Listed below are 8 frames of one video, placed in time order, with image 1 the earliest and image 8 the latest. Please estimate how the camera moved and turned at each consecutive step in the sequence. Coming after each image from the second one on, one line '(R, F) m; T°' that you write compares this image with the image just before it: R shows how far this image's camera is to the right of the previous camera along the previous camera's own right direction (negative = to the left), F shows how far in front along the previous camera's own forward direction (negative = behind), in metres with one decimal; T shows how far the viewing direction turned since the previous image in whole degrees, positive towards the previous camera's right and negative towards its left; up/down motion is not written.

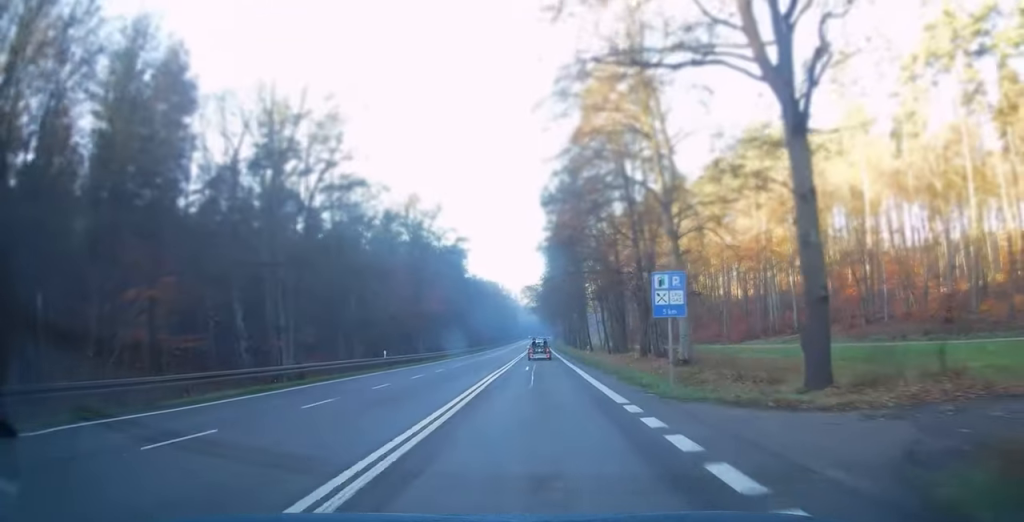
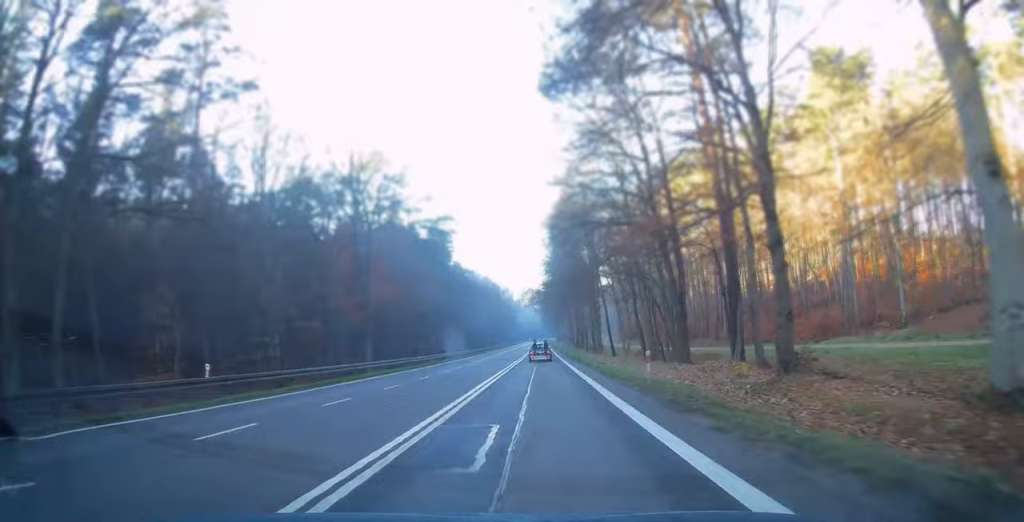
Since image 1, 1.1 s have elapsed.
(-0.1, +22.8) m; -1°
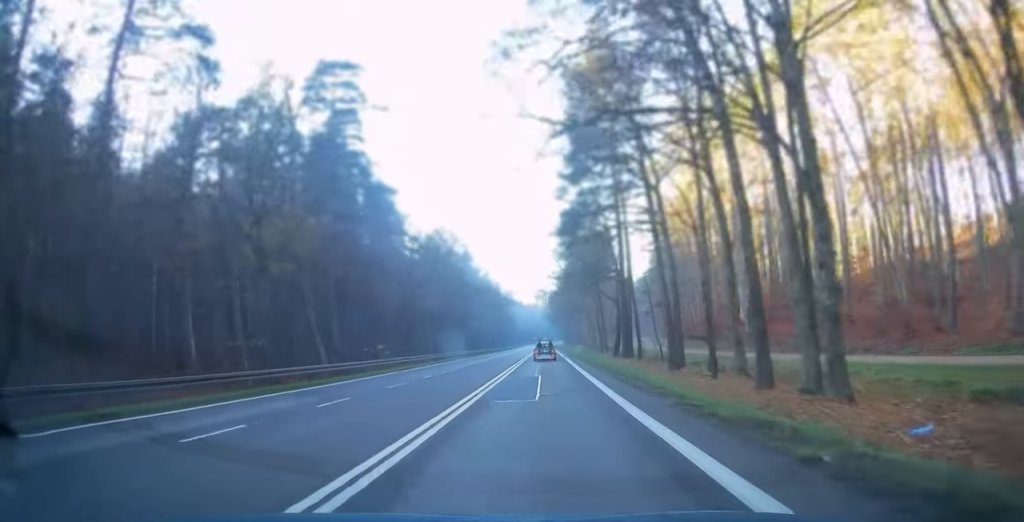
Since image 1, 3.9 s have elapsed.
(+0.4, +56.0) m; 0°
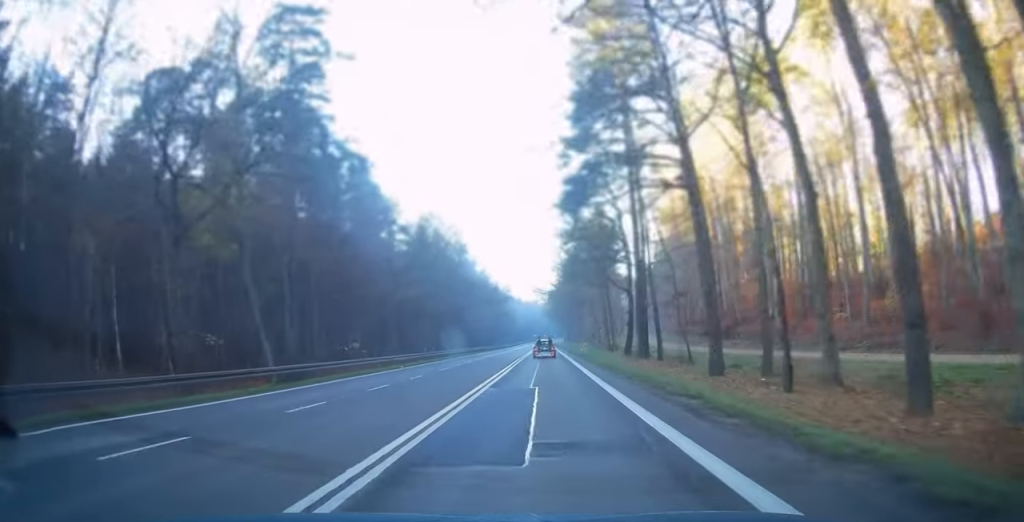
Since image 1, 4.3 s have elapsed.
(-0.1, +8.1) m; 0°
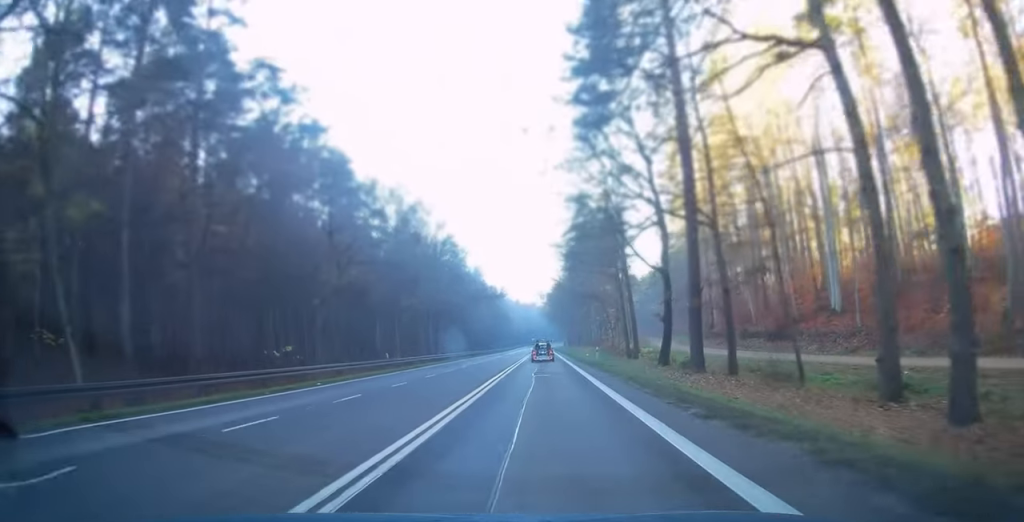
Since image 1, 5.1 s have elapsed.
(-0.2, +15.0) m; 0°
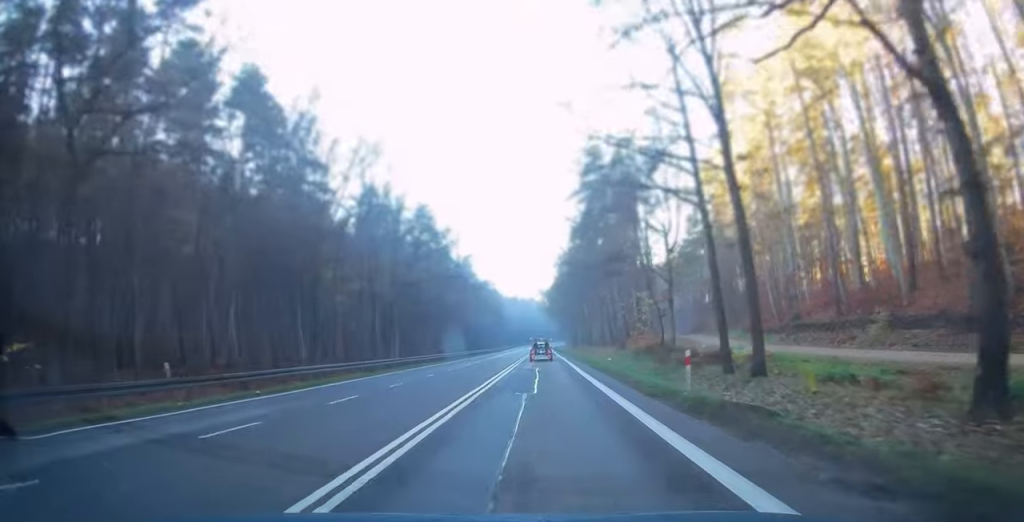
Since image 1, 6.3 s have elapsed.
(+0.3, +25.1) m; +2°
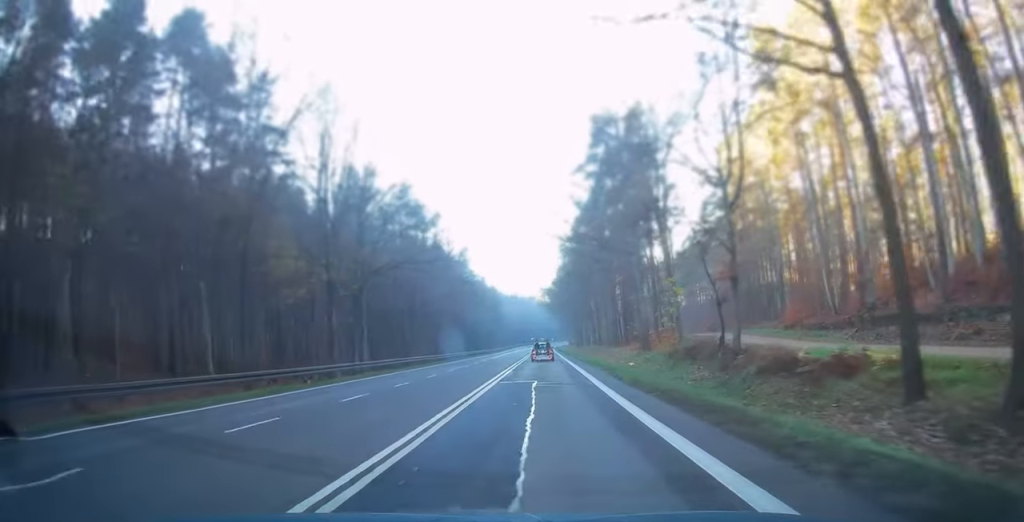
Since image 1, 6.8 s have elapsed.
(+0.2, +11.4) m; +1°
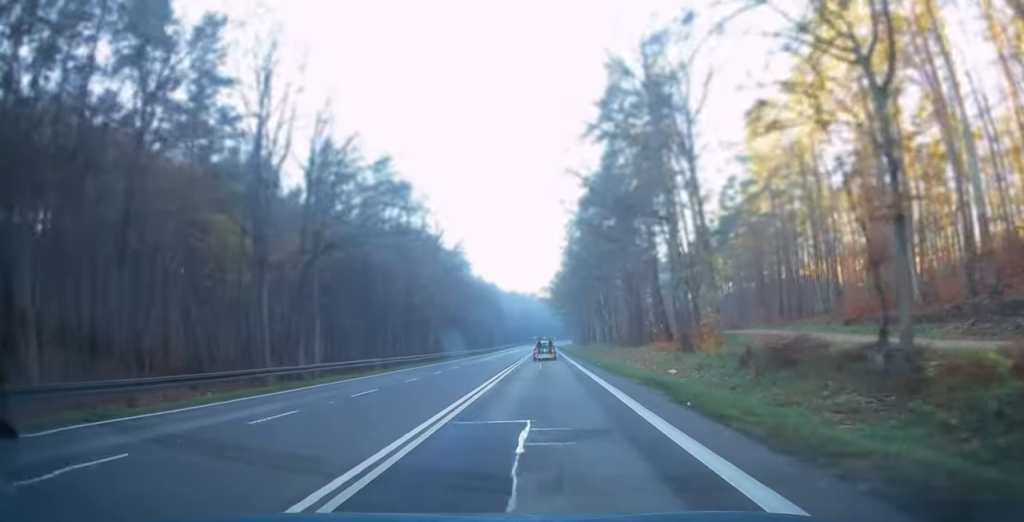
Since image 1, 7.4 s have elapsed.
(0.0, +11.4) m; -1°
